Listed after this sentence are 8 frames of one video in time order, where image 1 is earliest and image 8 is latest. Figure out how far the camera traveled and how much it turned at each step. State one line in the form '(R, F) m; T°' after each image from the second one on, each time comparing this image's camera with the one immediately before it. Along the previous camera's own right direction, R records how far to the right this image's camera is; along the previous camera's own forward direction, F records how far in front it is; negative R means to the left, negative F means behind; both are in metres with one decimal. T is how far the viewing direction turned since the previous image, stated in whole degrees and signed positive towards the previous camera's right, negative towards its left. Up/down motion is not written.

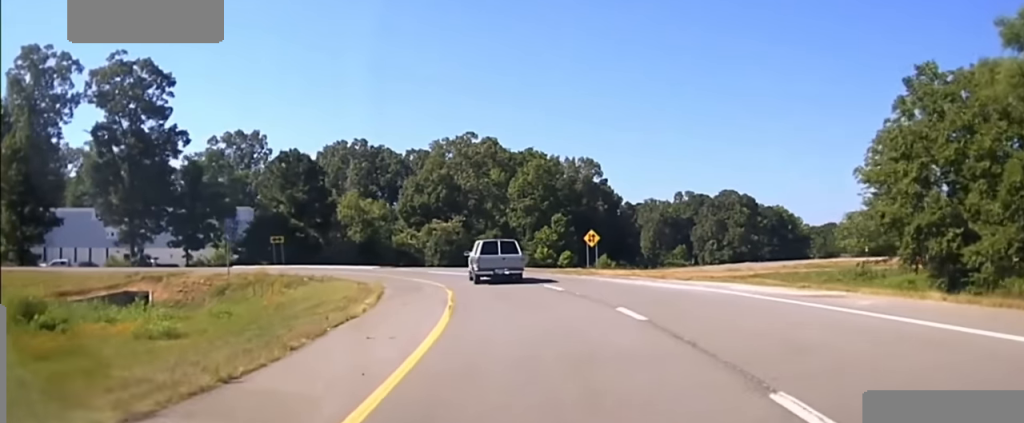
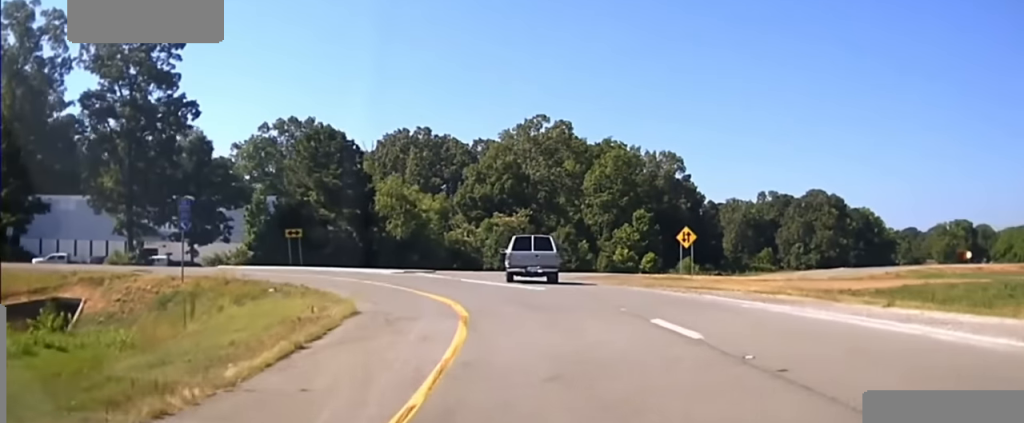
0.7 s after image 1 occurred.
(-0.4, +17.7) m; -6°
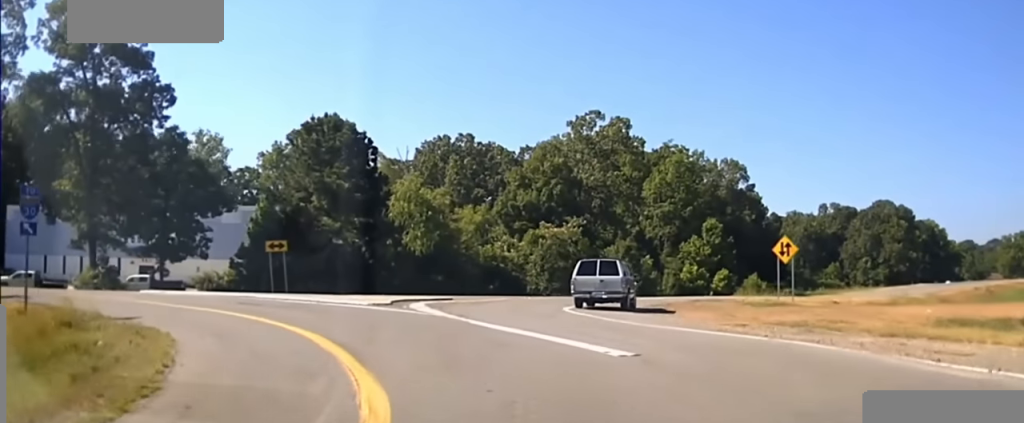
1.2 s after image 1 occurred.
(-1.1, +16.2) m; -3°
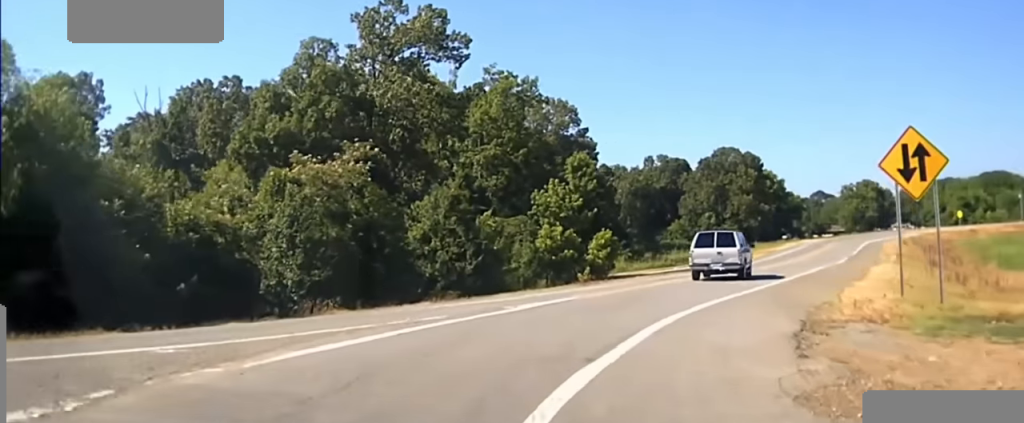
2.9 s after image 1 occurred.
(-1.1, +46.7) m; +5°
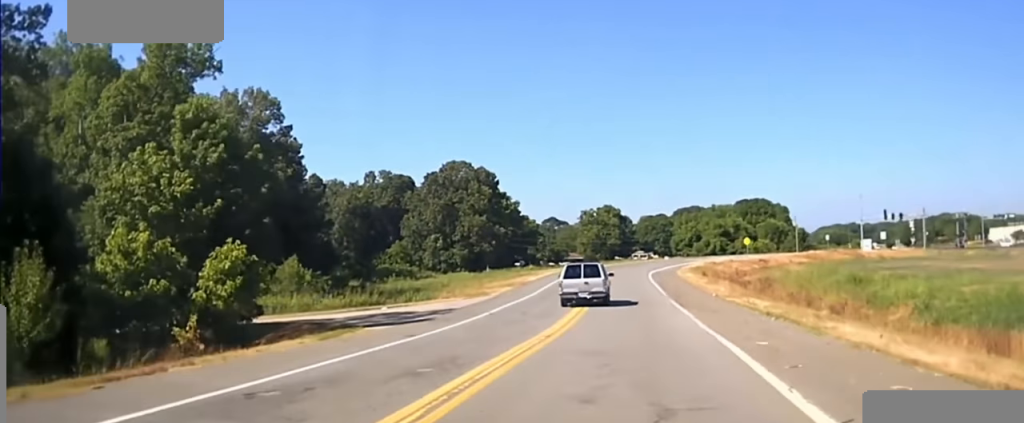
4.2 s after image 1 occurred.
(+4.6, +28.1) m; +18°
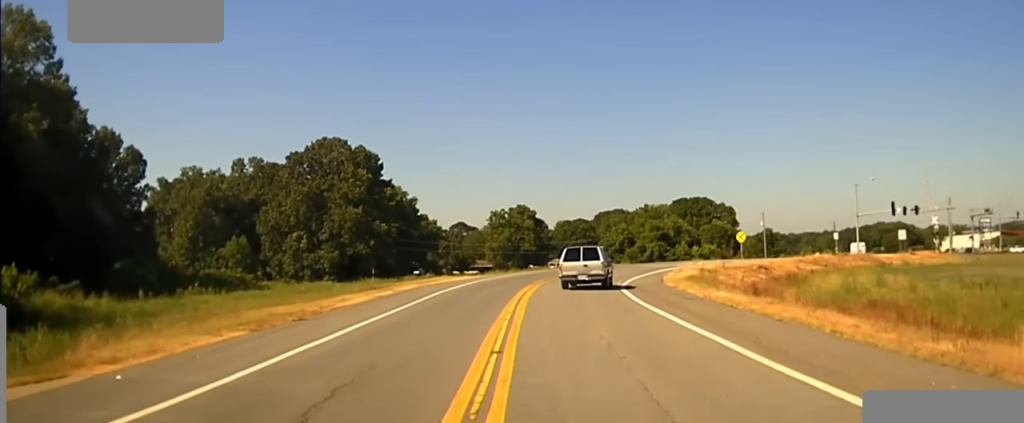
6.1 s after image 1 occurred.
(+4.6, +34.1) m; +9°
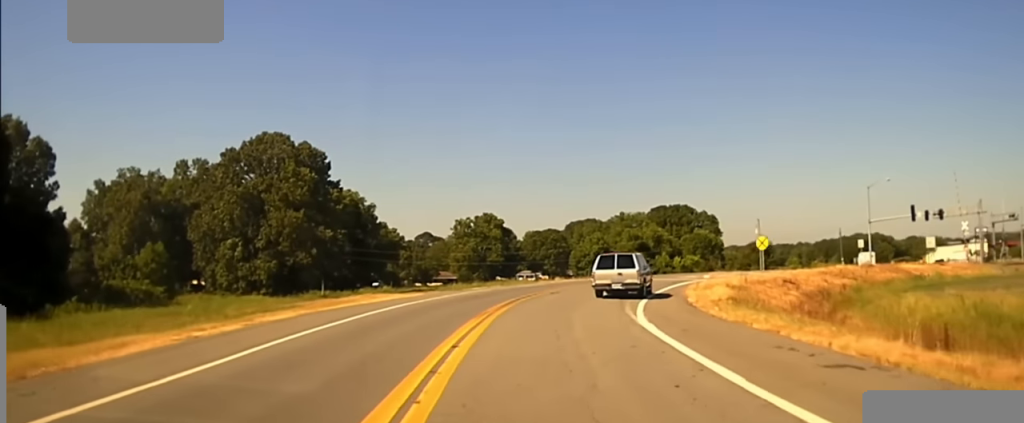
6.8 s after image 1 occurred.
(-0.1, +13.8) m; +1°
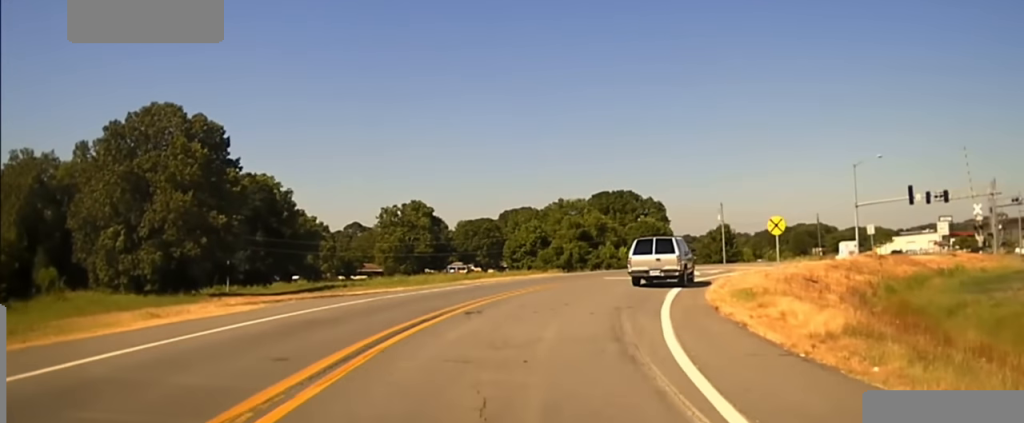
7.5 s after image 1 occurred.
(+0.4, +17.9) m; +3°
